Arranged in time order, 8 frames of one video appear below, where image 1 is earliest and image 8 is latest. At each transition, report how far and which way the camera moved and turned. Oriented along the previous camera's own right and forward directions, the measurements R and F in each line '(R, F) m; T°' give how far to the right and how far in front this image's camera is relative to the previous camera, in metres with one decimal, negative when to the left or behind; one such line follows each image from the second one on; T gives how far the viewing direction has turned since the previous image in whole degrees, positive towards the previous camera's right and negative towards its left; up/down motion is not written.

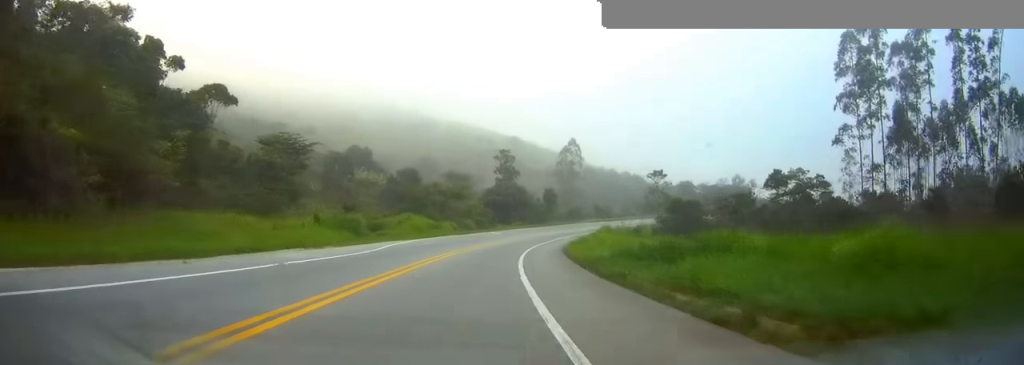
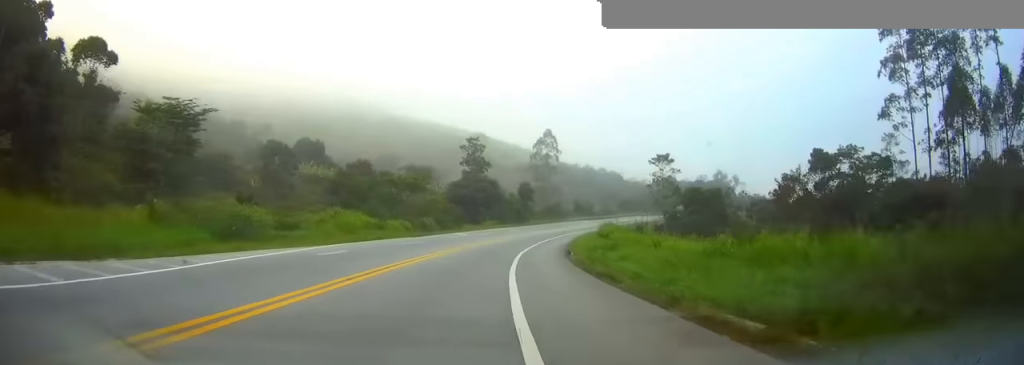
(0.0, +21.3) m; +1°
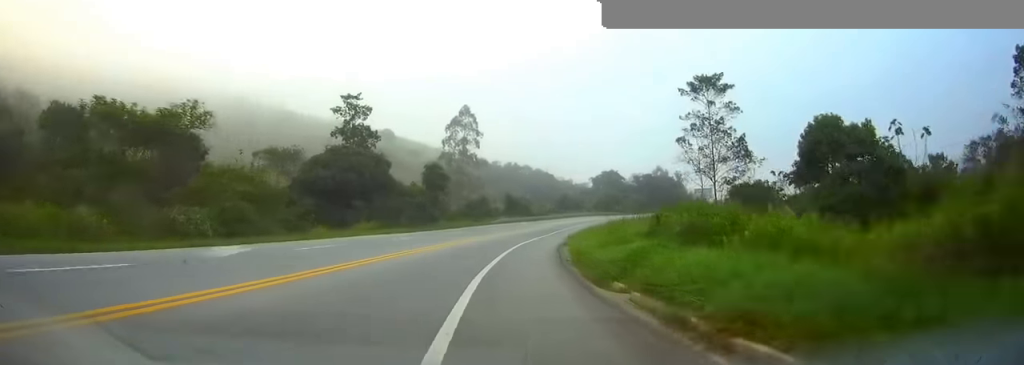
(+2.6, +46.3) m; +8°
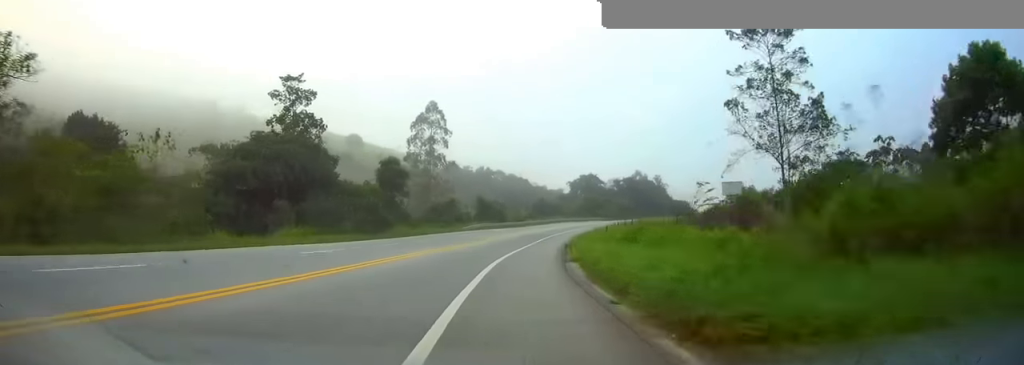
(+0.5, +14.5) m; +3°
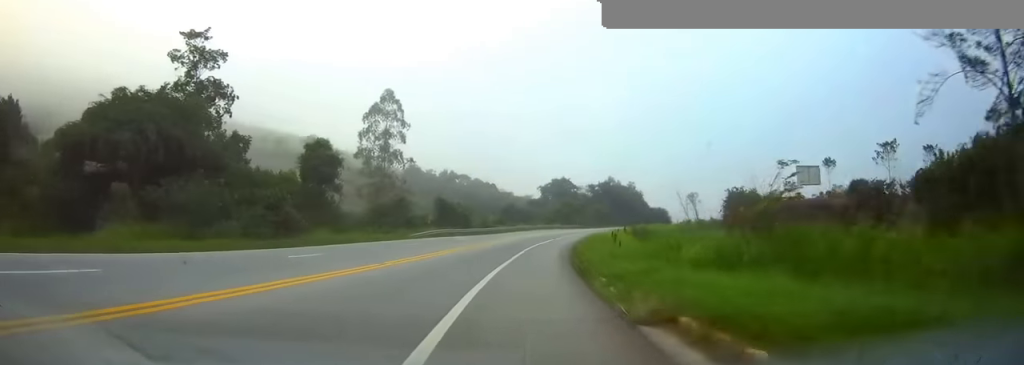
(+0.3, +17.5) m; +3°
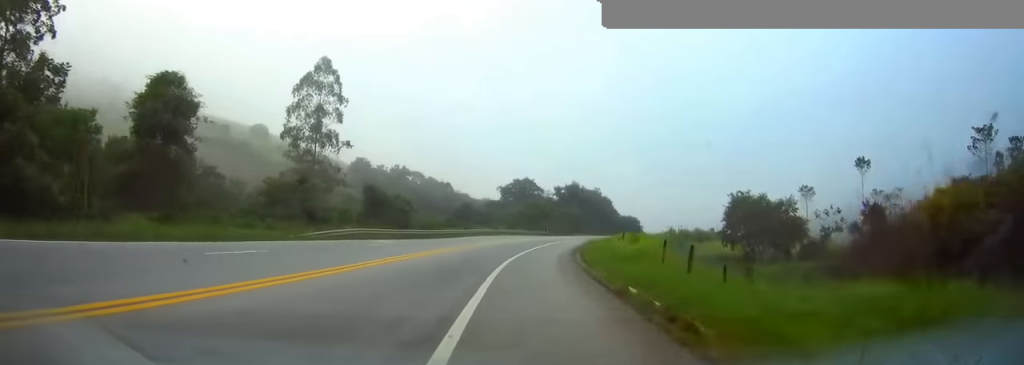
(+0.8, +21.3) m; +4°
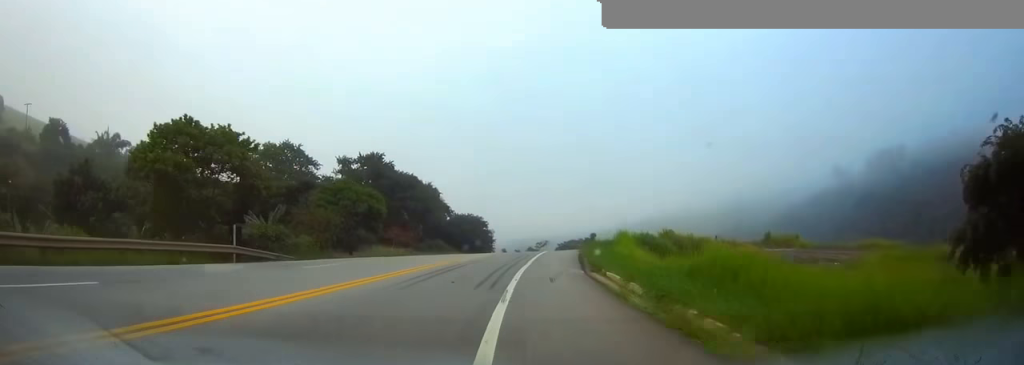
(+11.6, +85.4) m; +15°
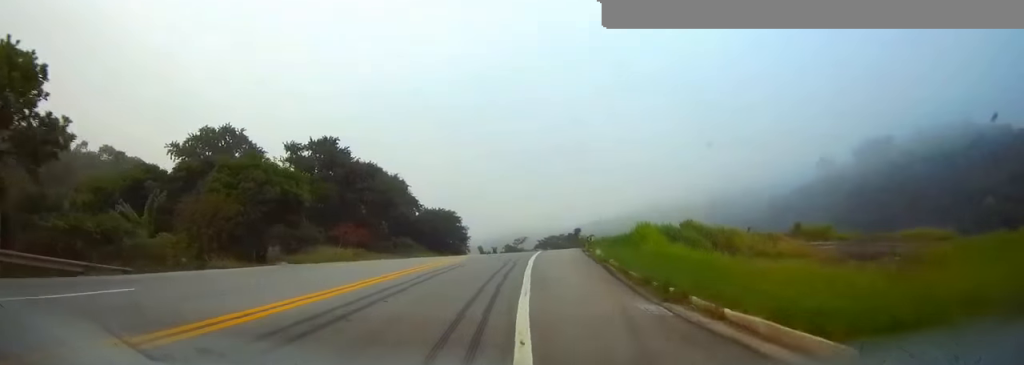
(+0.2, +14.6) m; +2°
